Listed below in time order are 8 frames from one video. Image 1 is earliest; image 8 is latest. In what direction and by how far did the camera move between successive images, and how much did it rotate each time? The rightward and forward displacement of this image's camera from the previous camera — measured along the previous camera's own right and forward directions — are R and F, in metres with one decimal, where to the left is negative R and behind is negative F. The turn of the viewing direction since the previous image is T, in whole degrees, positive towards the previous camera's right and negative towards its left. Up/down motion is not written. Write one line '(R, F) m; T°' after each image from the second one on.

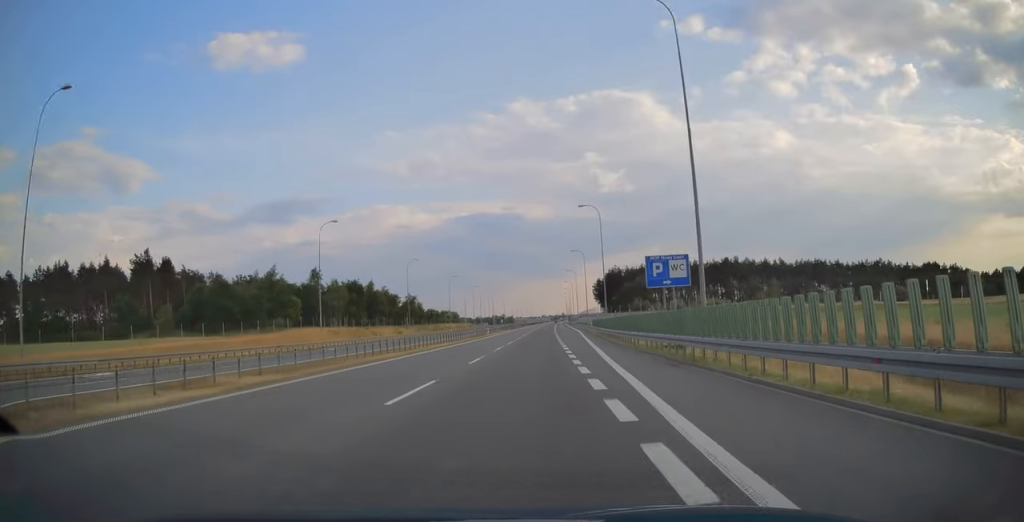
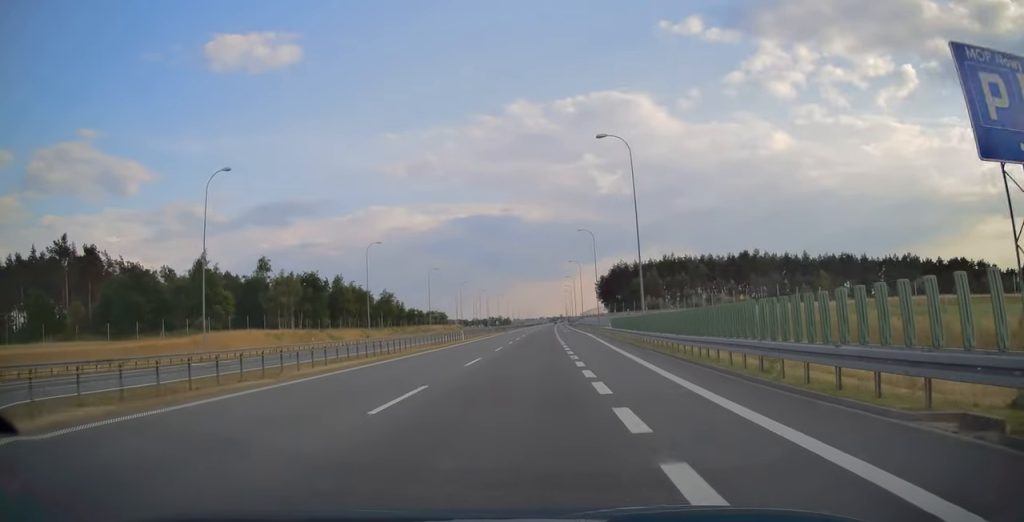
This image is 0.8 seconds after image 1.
(0.0, +25.2) m; 0°
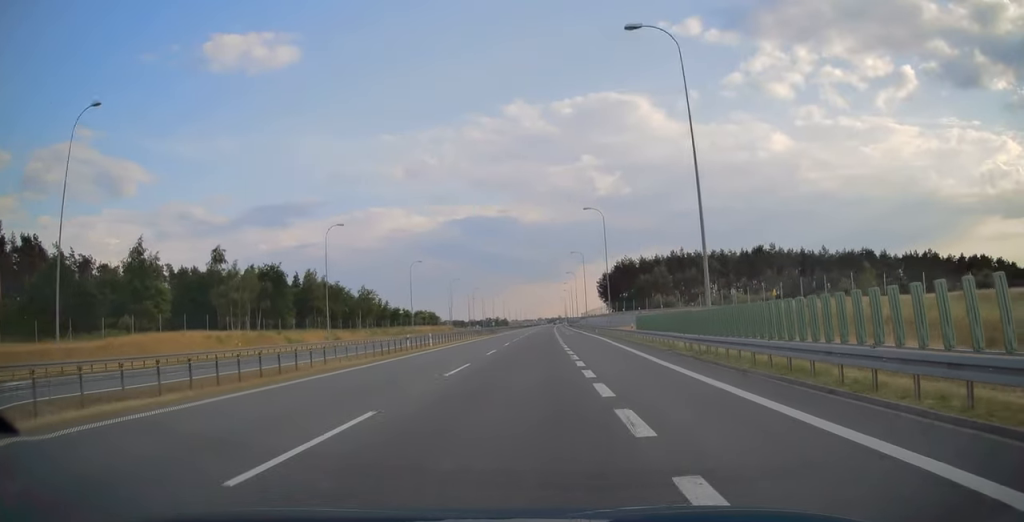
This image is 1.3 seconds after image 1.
(+0.1, +16.4) m; 0°
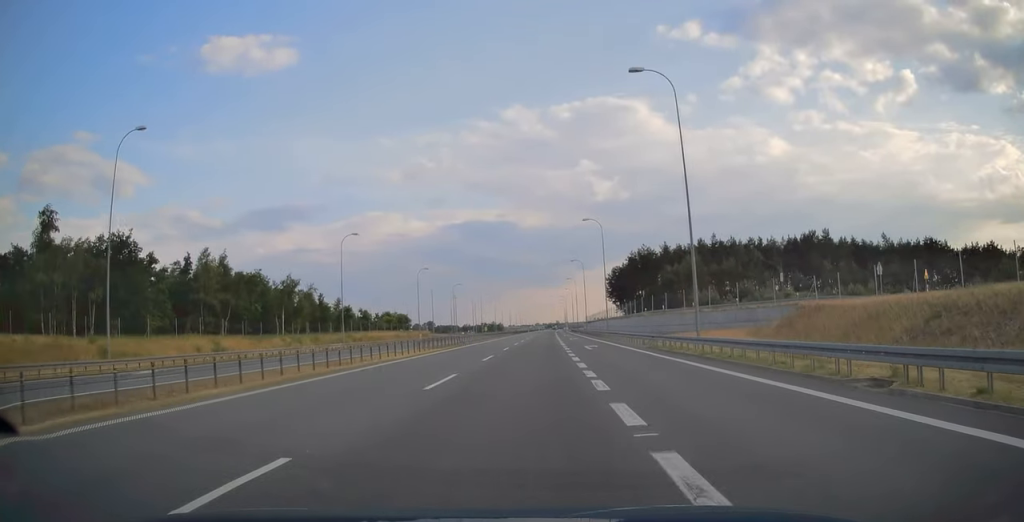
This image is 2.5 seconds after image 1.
(+0.1, +39.1) m; 0°
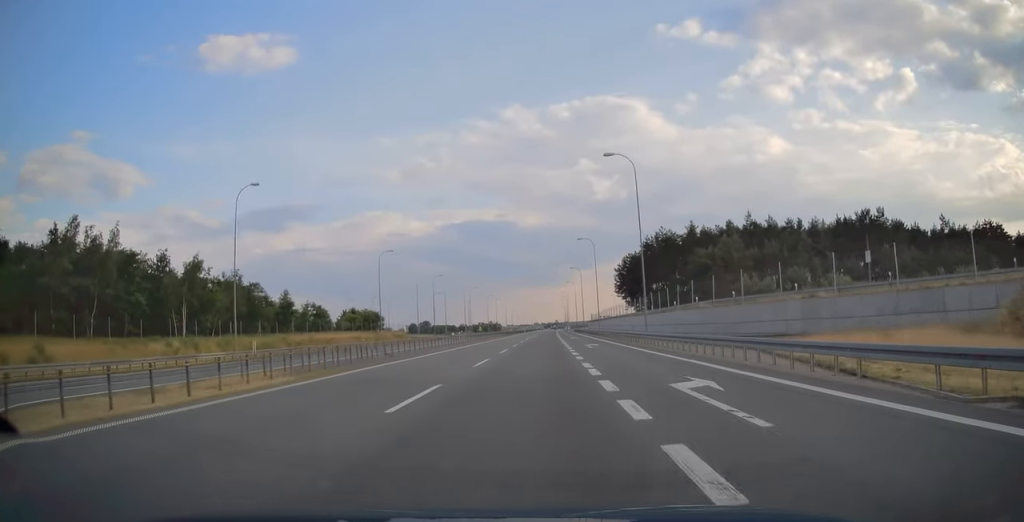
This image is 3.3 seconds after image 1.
(0.0, +27.7) m; 0°
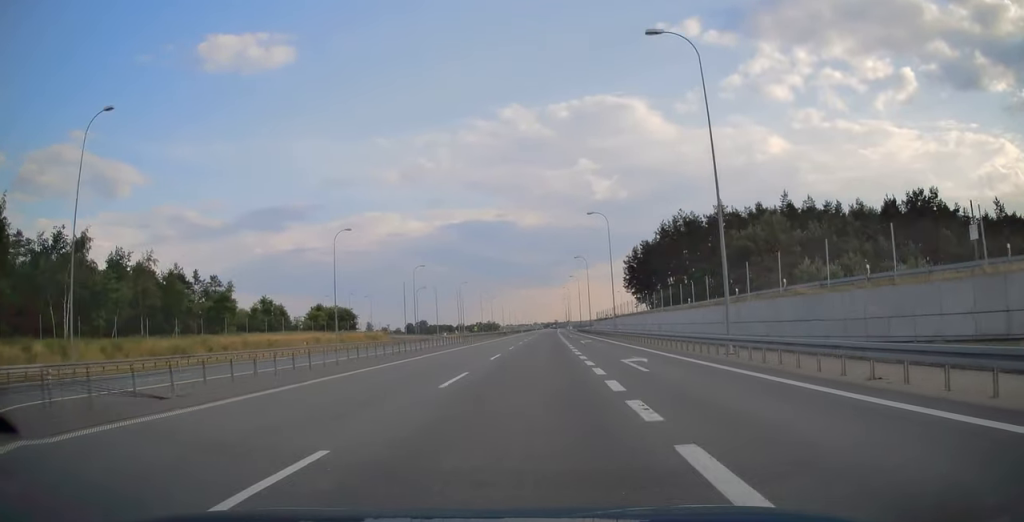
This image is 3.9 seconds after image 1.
(0.0, +20.1) m; 0°
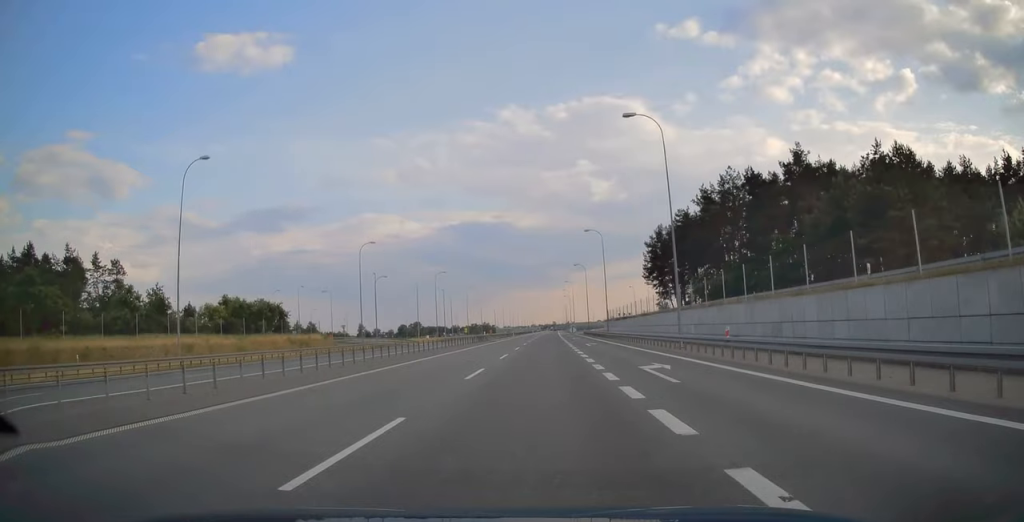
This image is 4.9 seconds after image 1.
(+0.1, +33.1) m; 0°
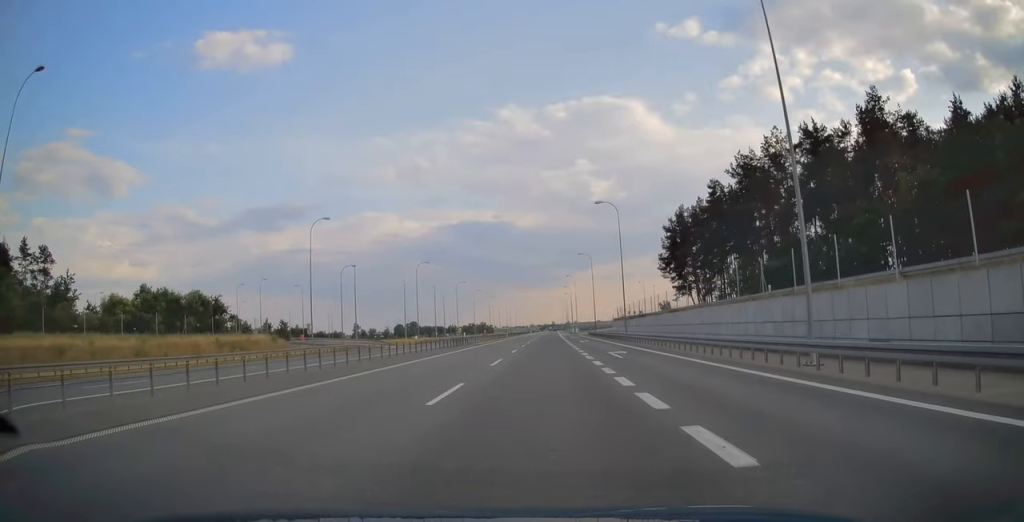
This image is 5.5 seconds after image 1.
(0.0, +17.9) m; 0°
